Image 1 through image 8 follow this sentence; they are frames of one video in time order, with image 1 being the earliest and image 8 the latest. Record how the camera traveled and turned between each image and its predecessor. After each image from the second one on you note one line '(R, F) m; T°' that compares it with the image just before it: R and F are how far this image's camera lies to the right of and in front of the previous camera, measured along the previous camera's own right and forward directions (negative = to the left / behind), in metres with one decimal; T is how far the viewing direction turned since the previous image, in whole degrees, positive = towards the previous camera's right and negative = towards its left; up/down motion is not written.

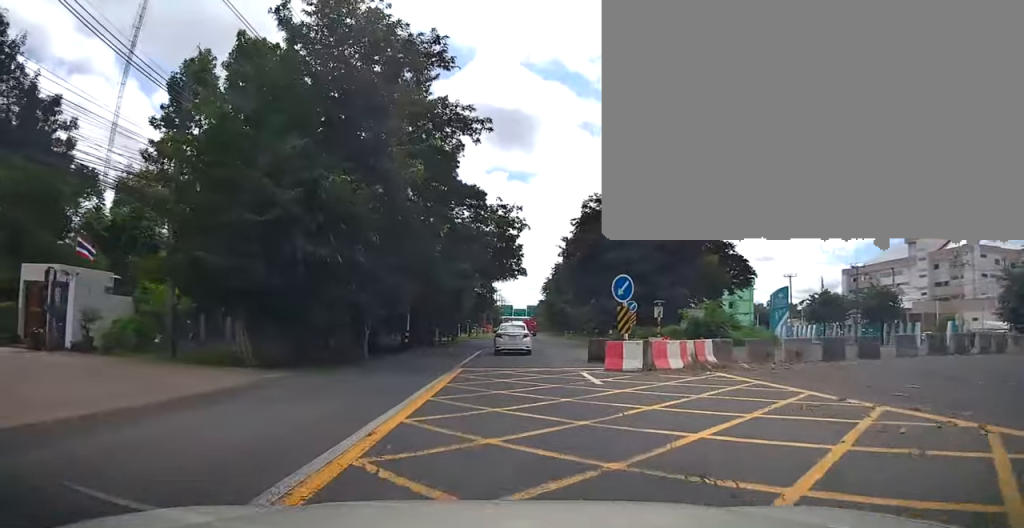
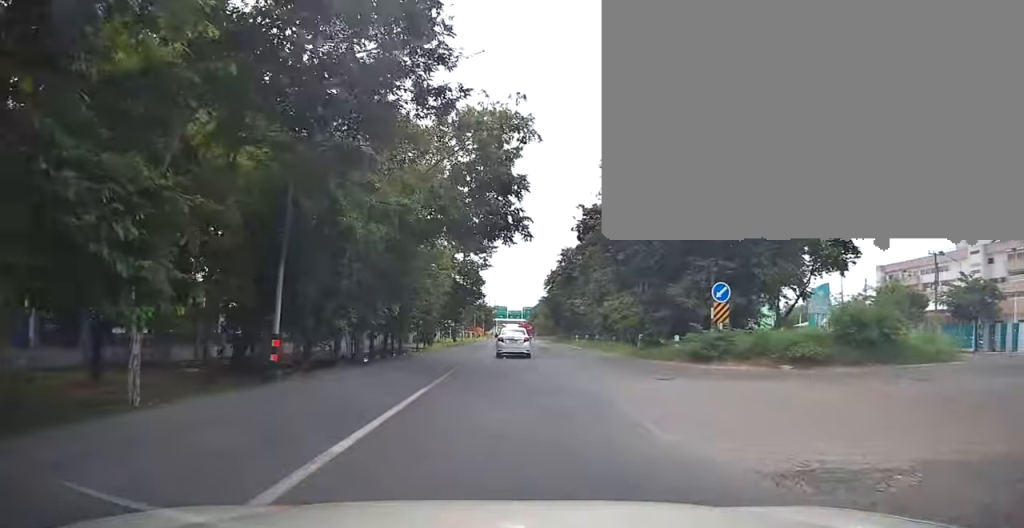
(-0.1, +17.5) m; -2°
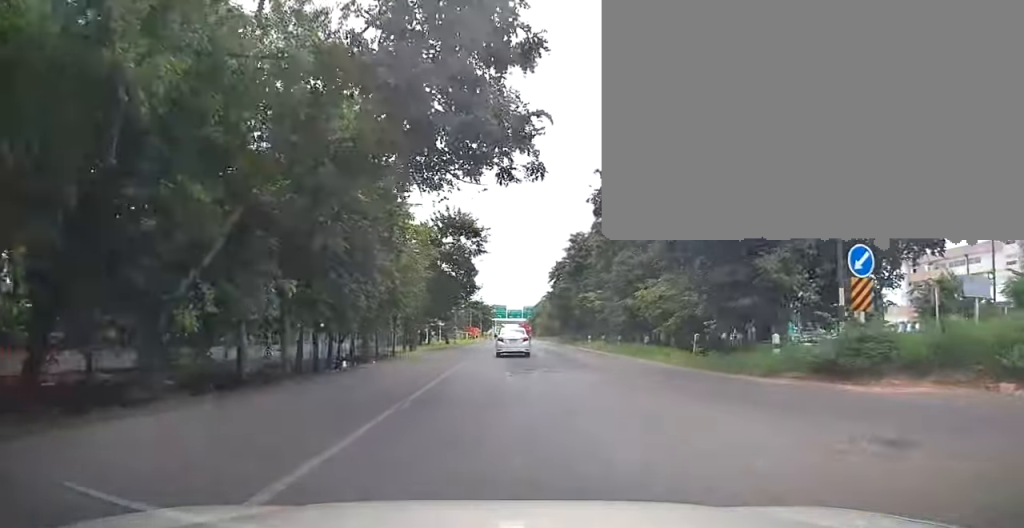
(-0.3, +9.3) m; 0°
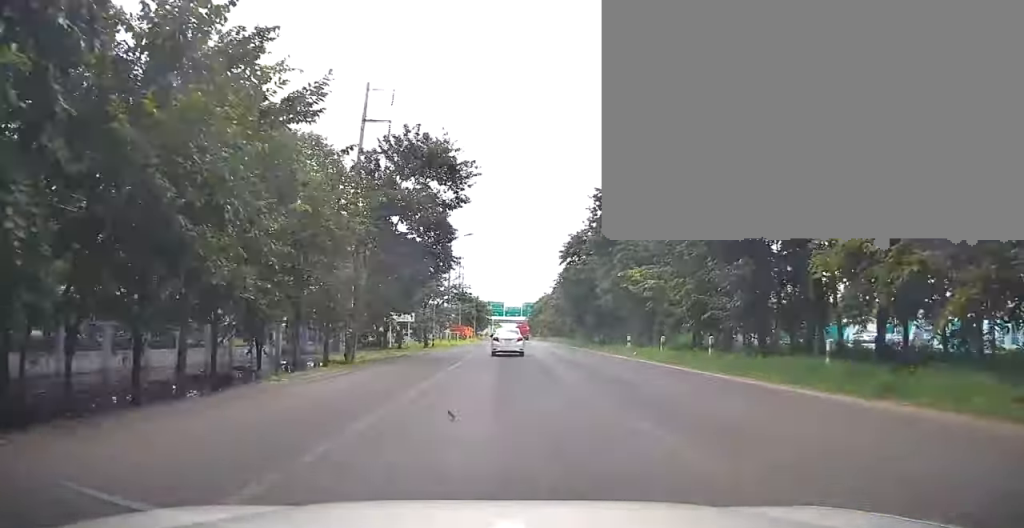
(+0.4, +16.7) m; 0°
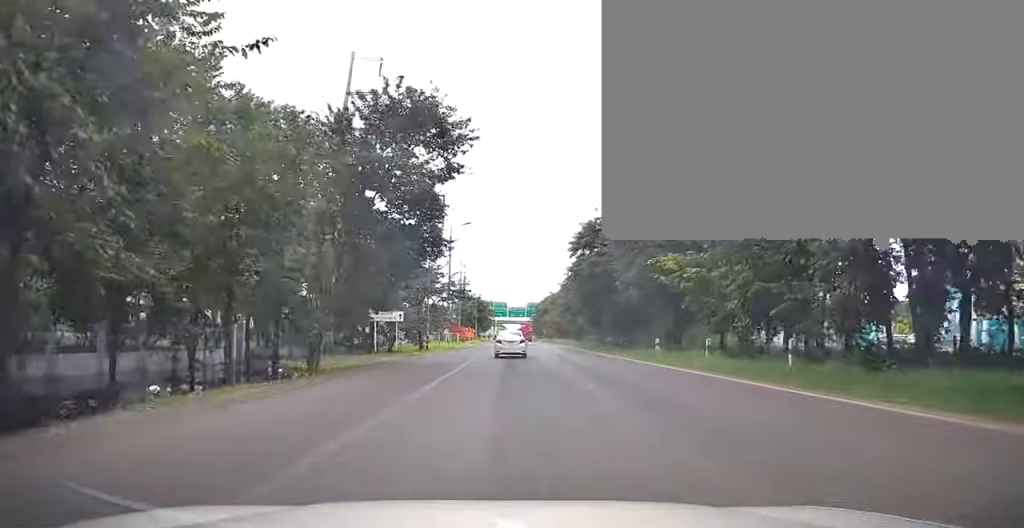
(-0.2, +5.6) m; 0°
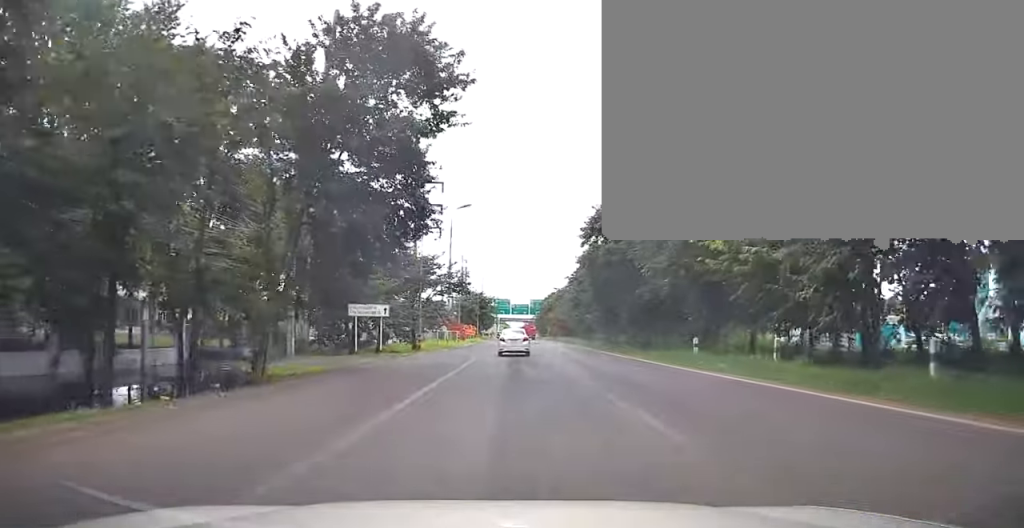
(-0.1, +5.1) m; 0°
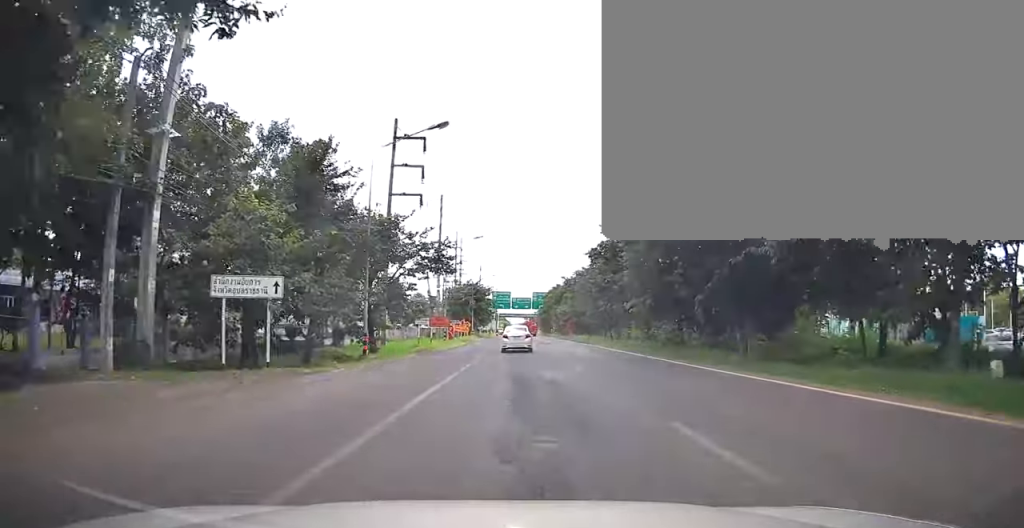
(+0.4, +14.5) m; 0°
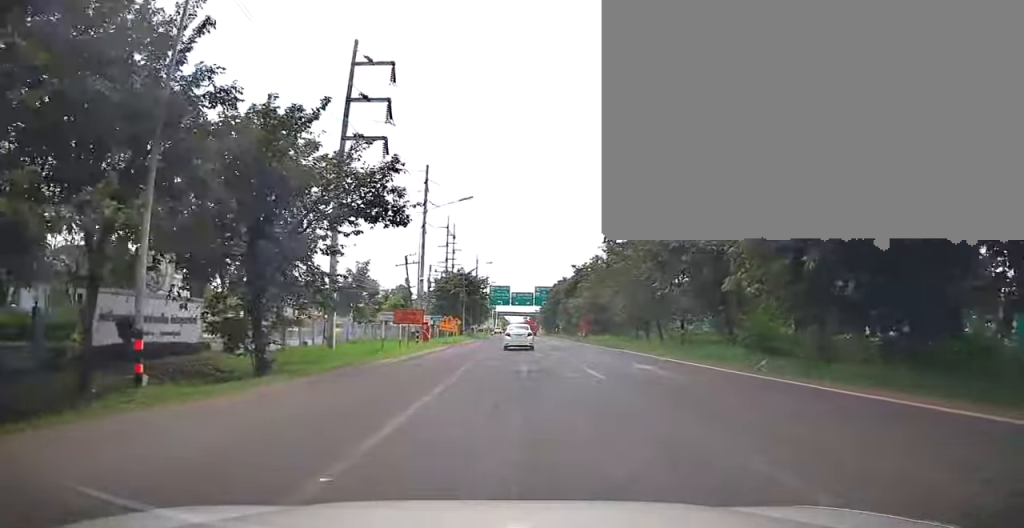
(-0.5, +15.0) m; -2°
